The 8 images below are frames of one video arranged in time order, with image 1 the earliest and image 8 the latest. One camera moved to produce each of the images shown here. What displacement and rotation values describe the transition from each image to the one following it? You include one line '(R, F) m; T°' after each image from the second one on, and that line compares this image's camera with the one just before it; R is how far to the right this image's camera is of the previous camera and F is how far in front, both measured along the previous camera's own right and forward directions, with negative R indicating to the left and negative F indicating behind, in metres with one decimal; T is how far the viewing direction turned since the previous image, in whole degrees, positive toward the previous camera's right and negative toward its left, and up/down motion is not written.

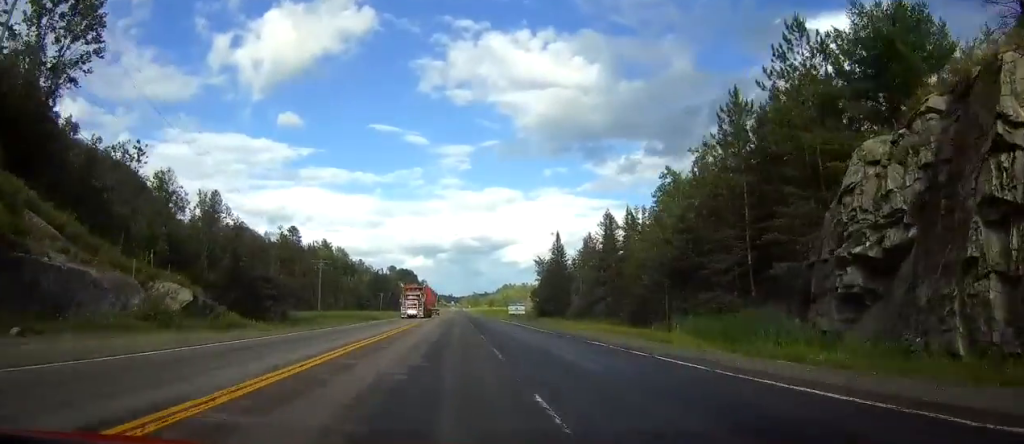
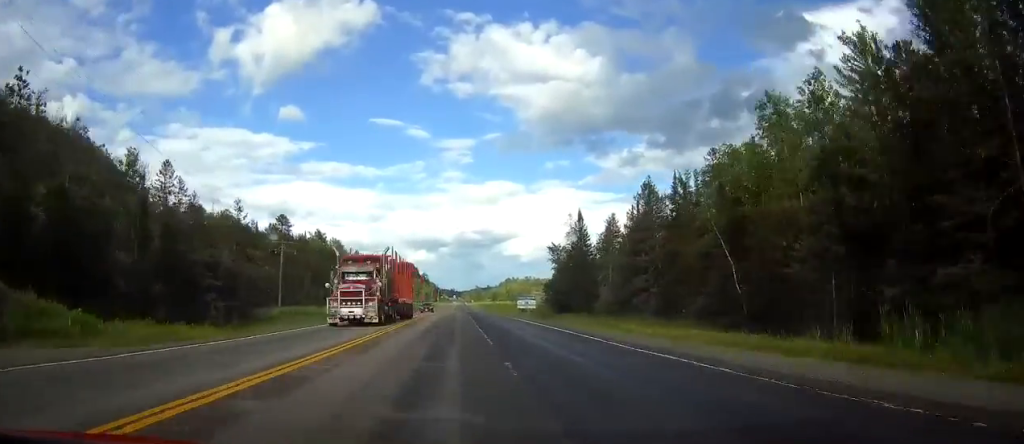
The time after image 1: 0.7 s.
(0.0, +21.6) m; 0°
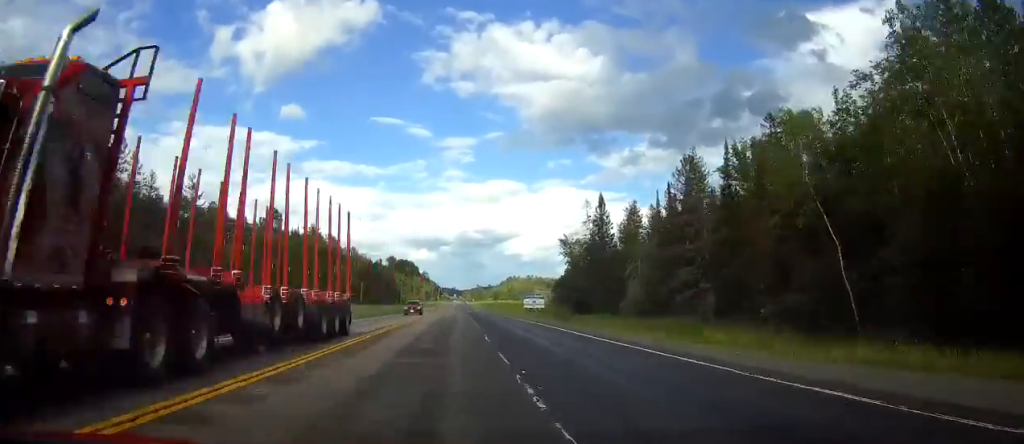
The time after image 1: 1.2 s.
(0.0, +15.5) m; 0°
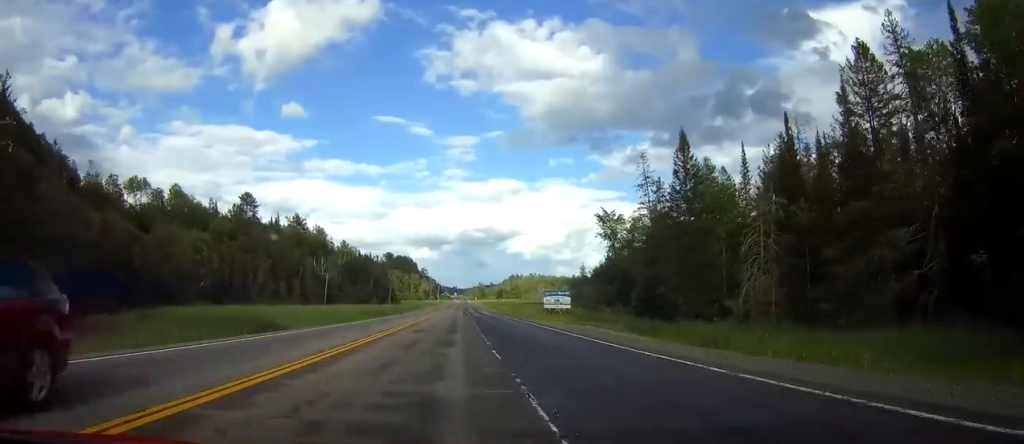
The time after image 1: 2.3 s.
(0.0, +34.4) m; 0°
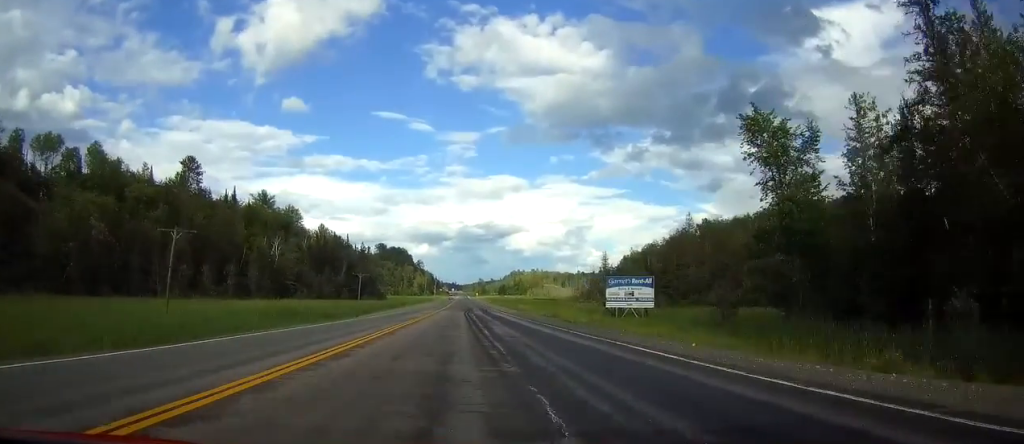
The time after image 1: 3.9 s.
(-0.1, +51.4) m; 0°
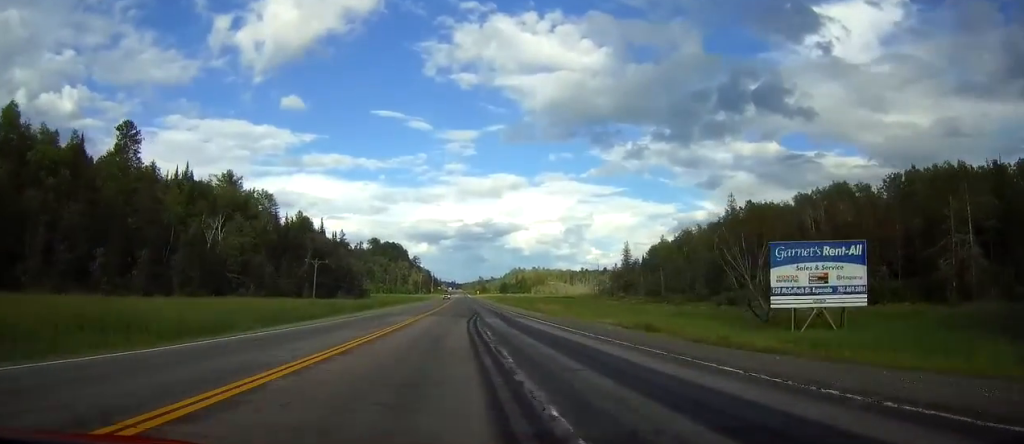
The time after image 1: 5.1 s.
(+0.1, +37.8) m; 0°
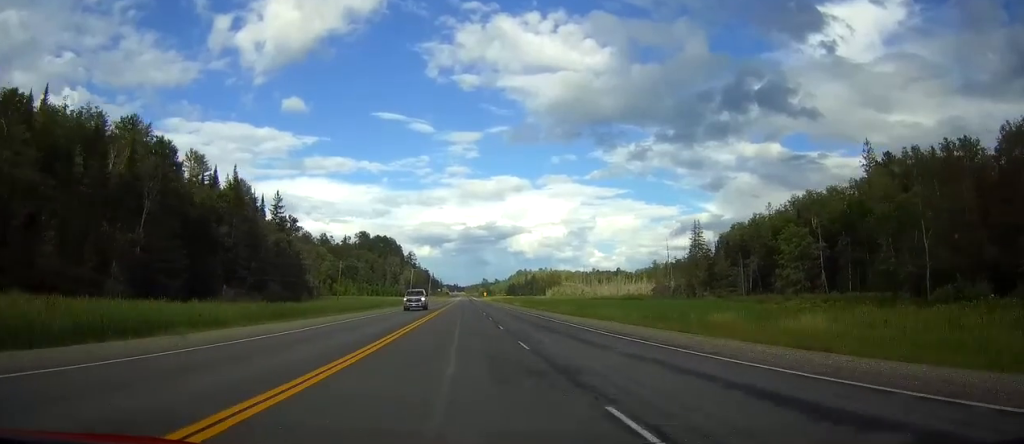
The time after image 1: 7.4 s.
(-0.1, +70.2) m; 0°
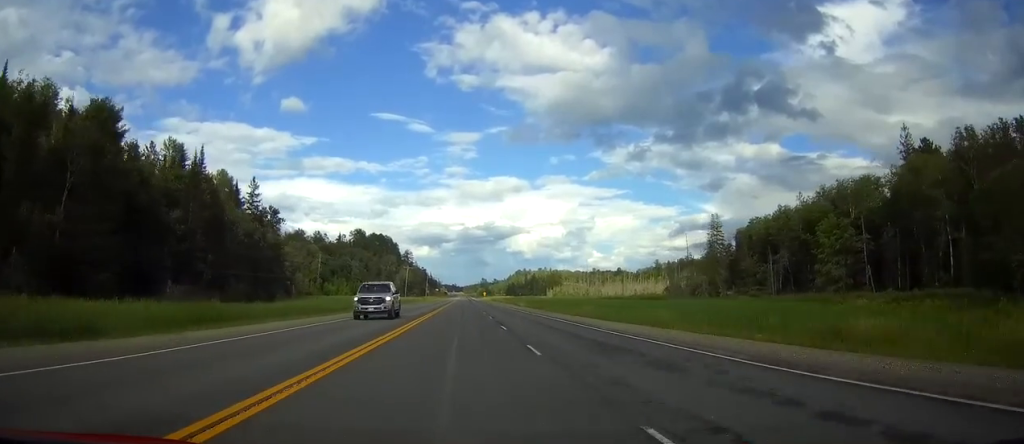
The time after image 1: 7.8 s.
(0.0, +13.6) m; 0°
